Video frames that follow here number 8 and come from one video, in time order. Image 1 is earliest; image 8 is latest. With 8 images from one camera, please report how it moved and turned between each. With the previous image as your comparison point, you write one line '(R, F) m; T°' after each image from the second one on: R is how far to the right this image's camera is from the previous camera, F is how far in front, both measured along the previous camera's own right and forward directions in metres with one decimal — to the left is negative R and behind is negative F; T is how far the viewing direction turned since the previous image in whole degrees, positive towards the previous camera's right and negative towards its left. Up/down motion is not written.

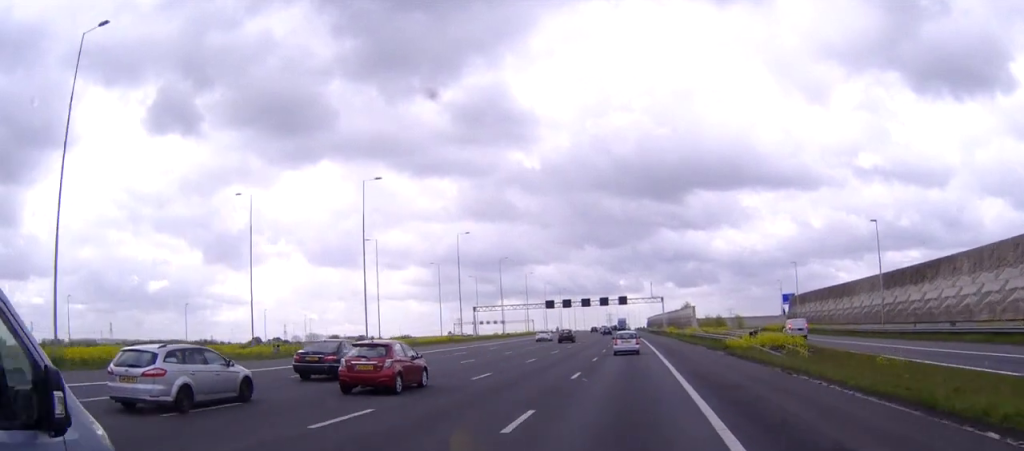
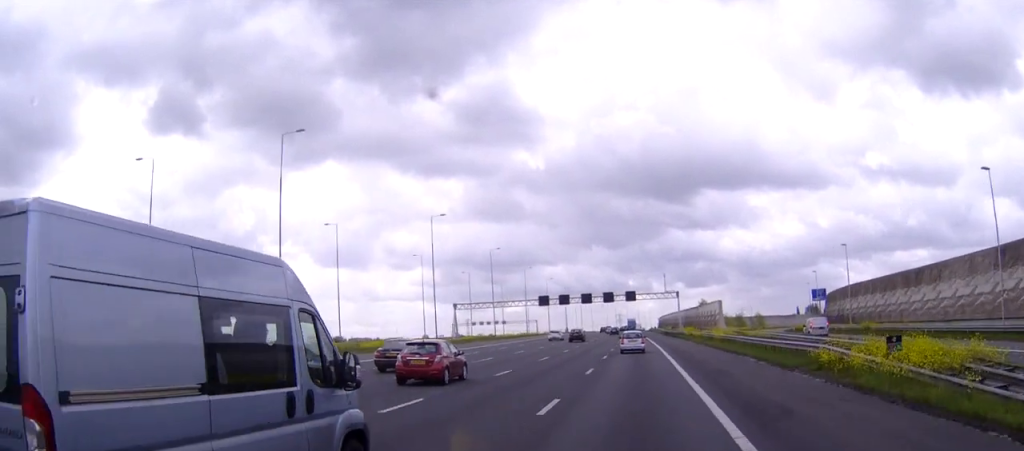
(-0.1, +23.5) m; -1°
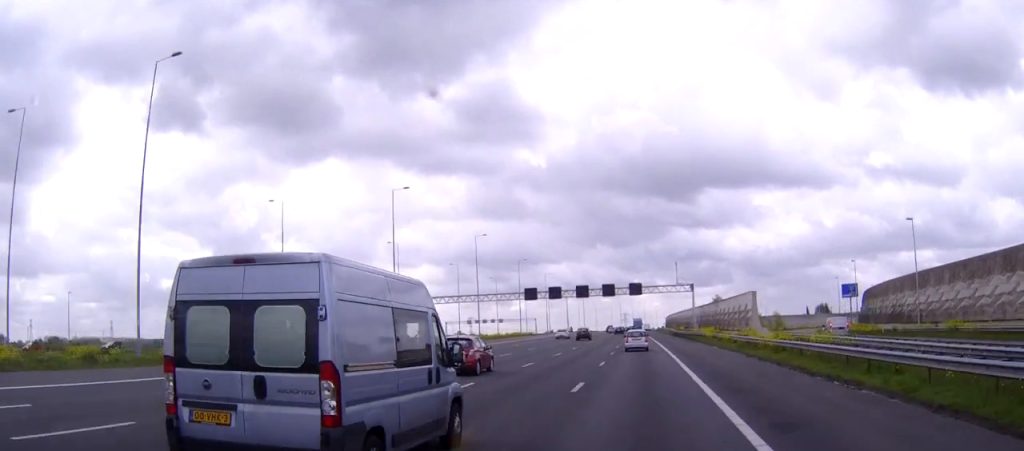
(-0.1, +21.2) m; 0°
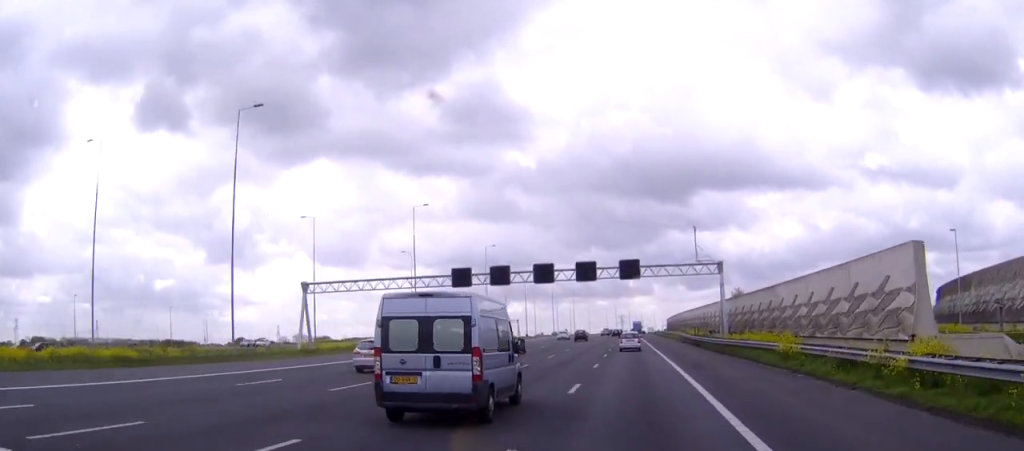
(-0.2, +38.5) m; 0°
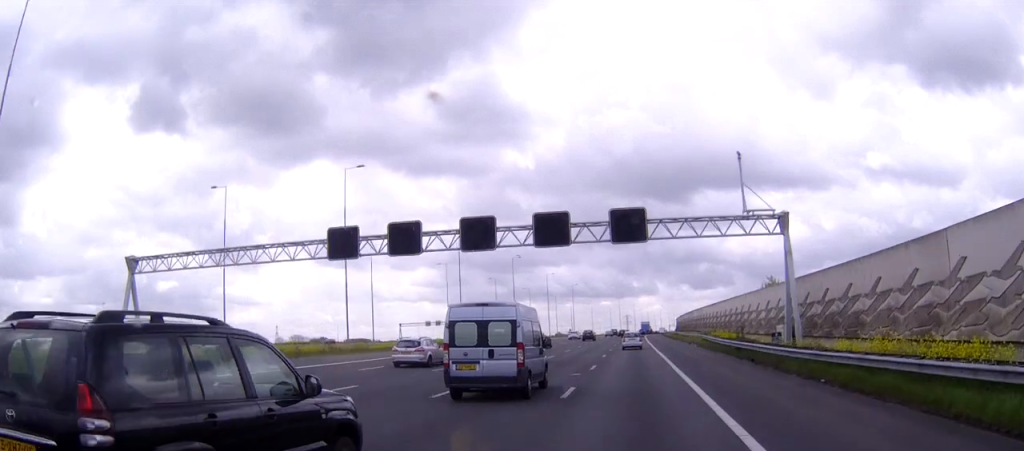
(0.0, +27.2) m; 0°
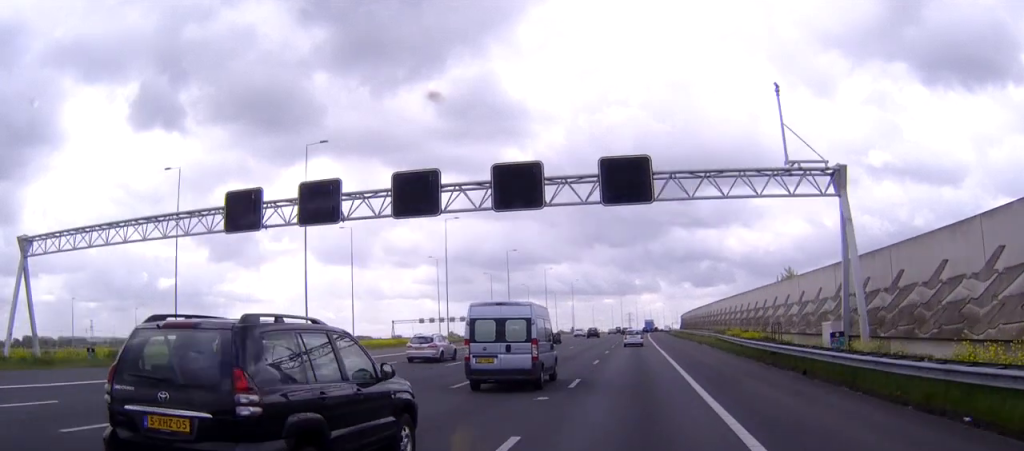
(0.0, +10.6) m; 0°
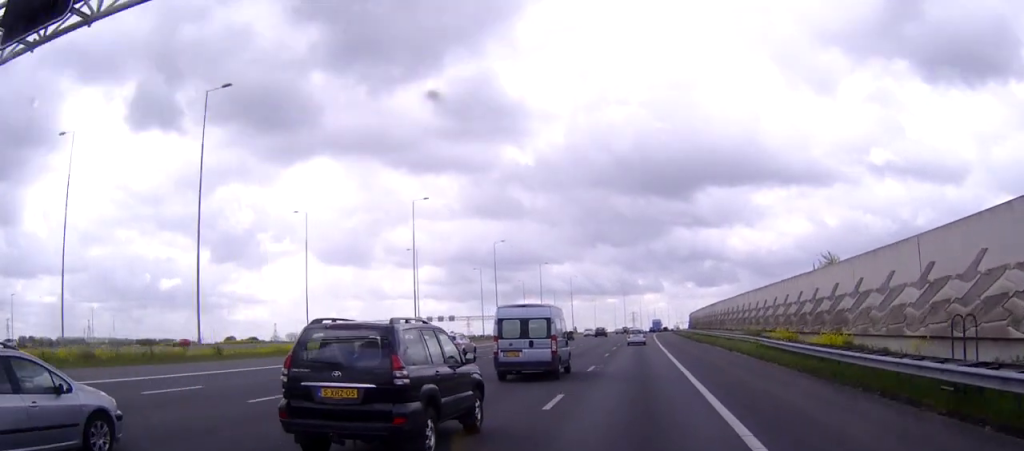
(-0.1, +18.8) m; 0°
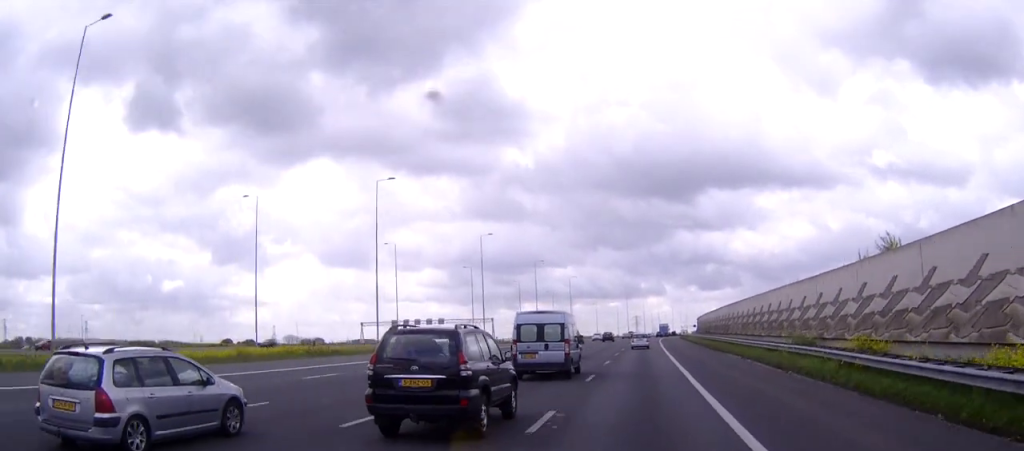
(-0.1, +15.8) m; 0°
